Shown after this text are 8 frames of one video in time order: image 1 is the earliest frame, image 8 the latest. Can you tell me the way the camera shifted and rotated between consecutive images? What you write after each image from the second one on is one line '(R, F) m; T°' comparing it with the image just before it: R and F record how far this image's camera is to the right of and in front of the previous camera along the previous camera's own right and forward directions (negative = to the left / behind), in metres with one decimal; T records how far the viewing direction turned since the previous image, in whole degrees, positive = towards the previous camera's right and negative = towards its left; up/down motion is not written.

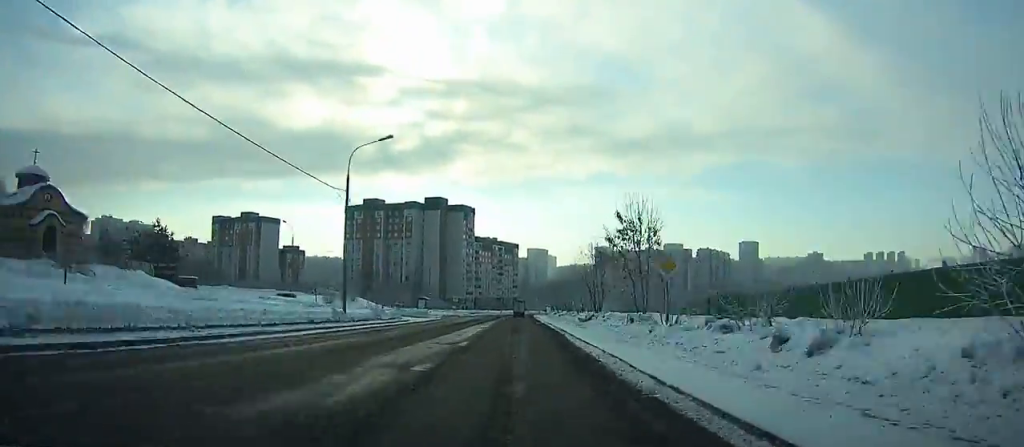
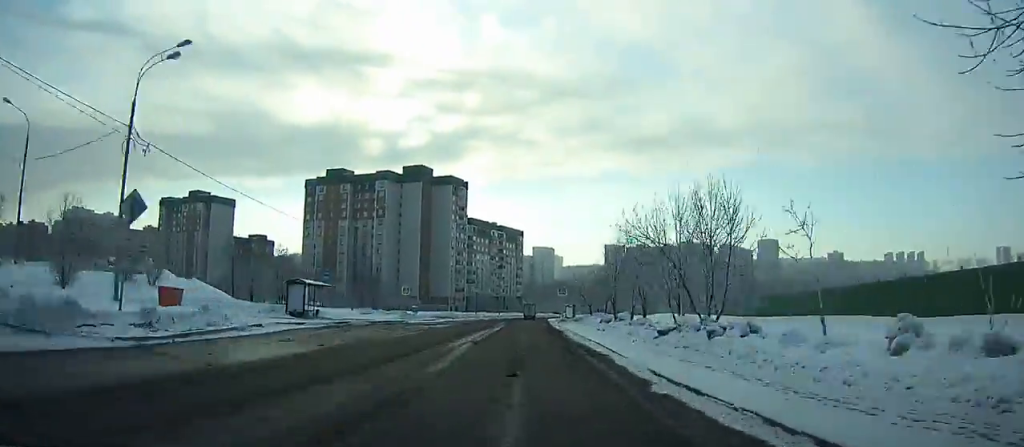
(0.0, +55.6) m; 0°
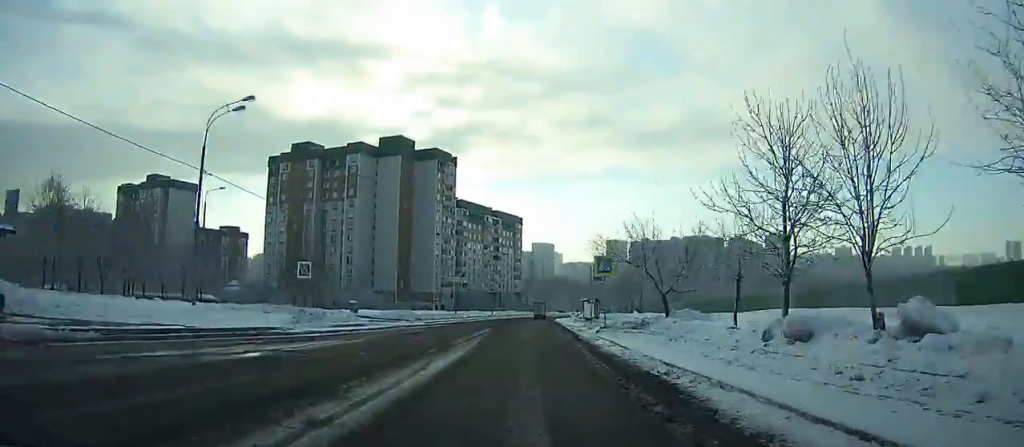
(-0.1, +30.1) m; +1°
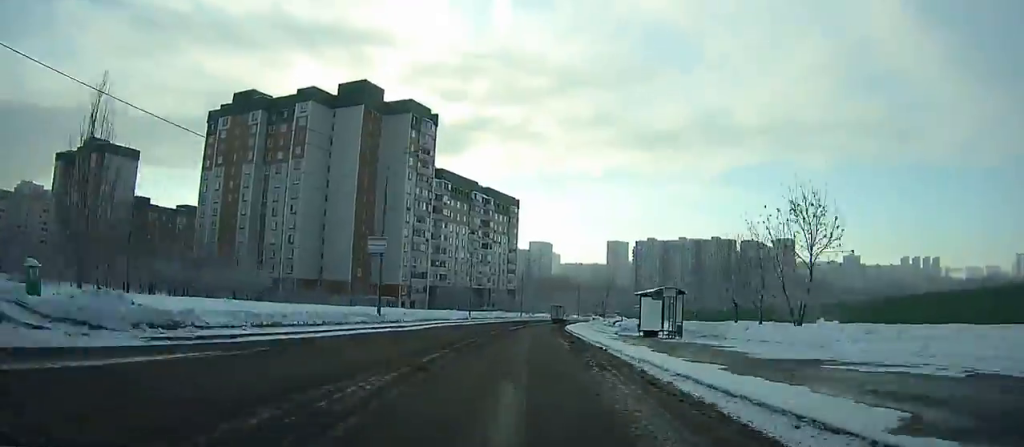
(+0.8, +36.1) m; +2°
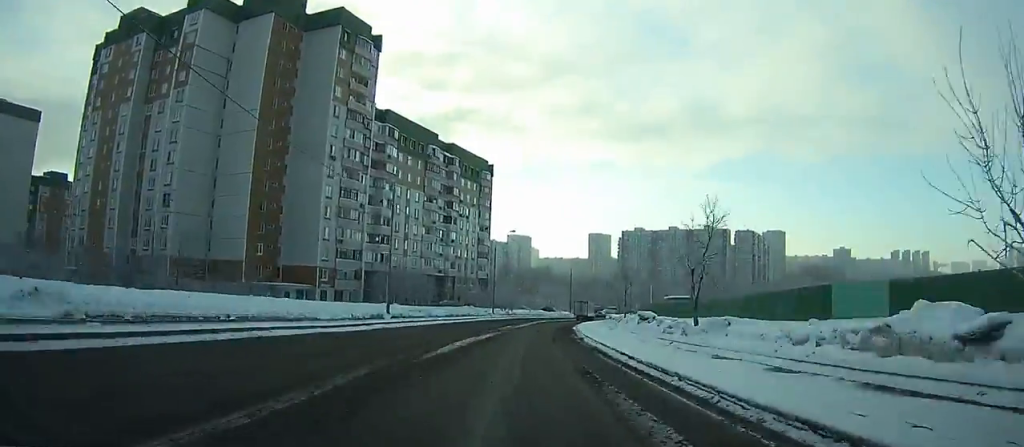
(+0.6, +34.9) m; +3°
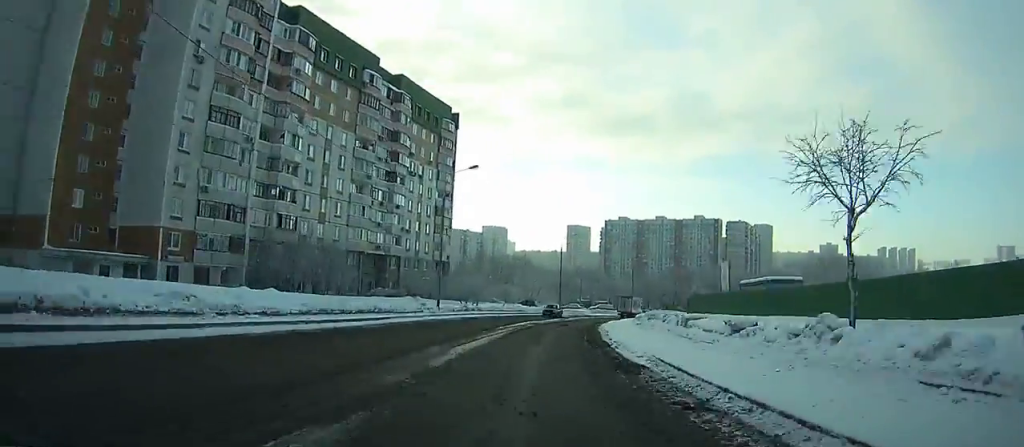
(+0.7, +29.0) m; +4°
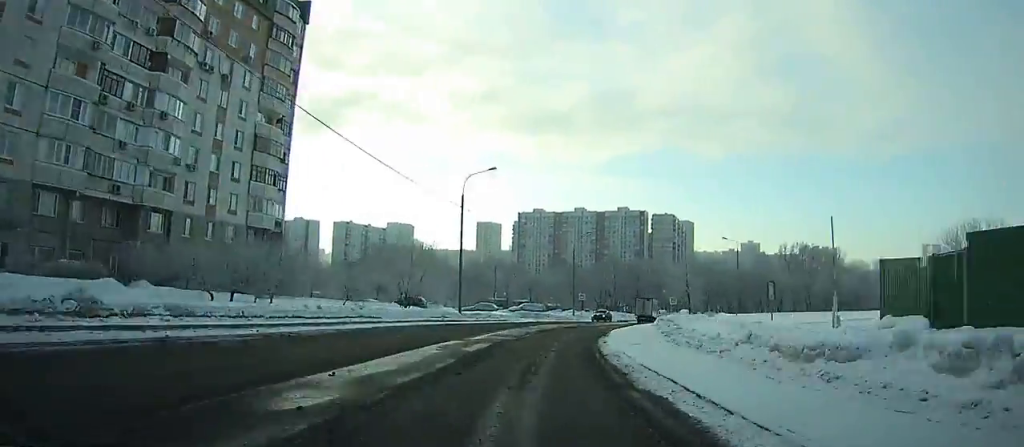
(+1.8, +34.6) m; +8°
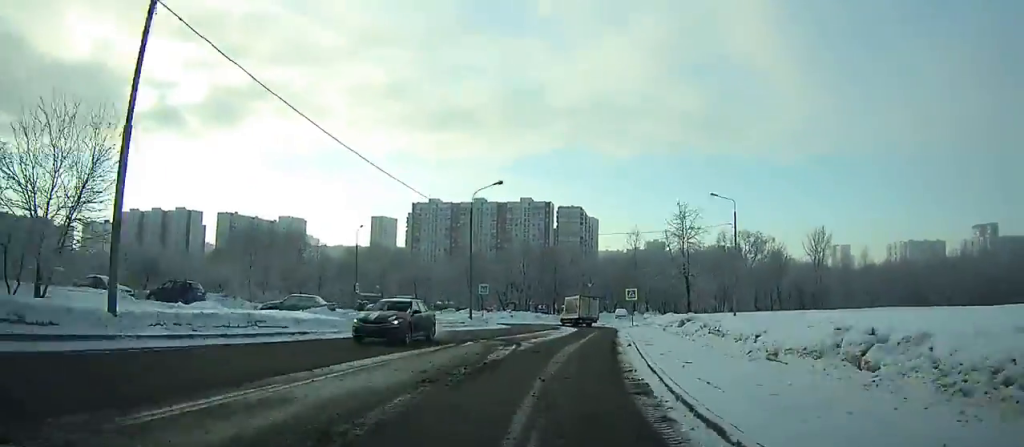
(+1.6, +26.7) m; +7°
